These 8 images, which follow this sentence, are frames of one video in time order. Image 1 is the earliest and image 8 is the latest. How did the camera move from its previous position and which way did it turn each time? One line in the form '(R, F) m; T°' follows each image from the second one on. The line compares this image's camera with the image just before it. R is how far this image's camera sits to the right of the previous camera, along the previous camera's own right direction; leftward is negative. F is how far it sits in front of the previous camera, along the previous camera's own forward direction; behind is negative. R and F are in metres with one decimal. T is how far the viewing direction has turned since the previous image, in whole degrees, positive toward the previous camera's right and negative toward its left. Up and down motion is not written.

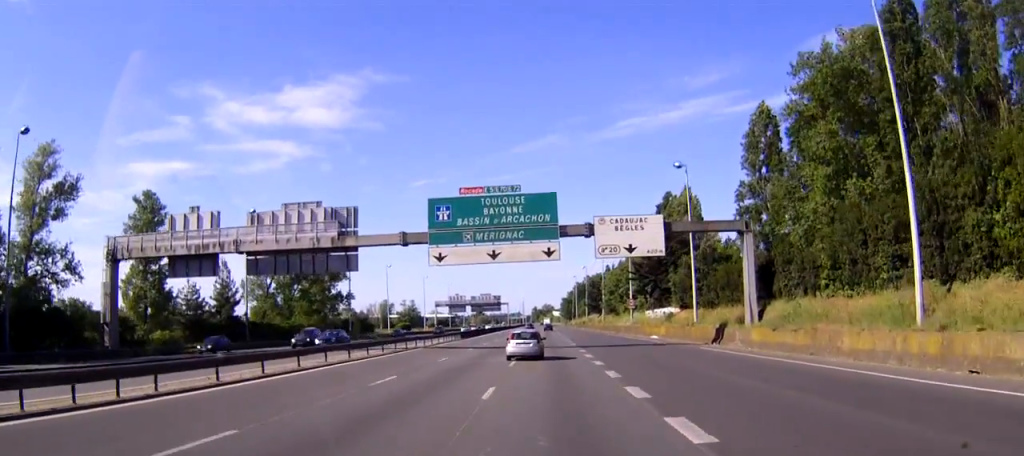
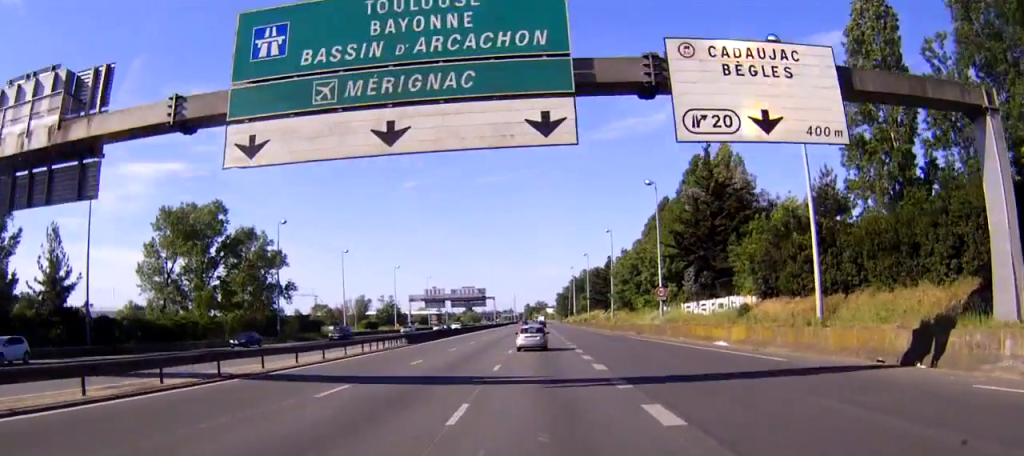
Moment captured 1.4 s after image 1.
(+0.1, +31.1) m; 0°
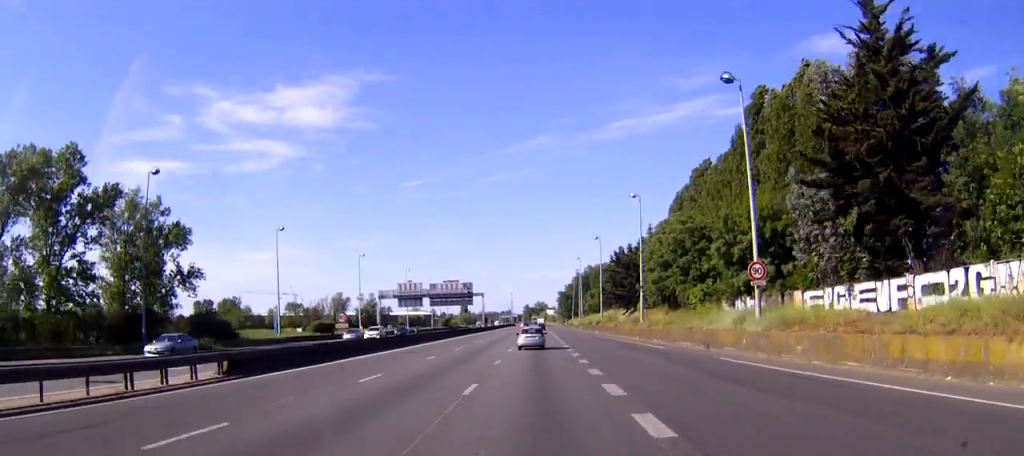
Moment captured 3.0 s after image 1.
(-0.1, +33.3) m; 0°
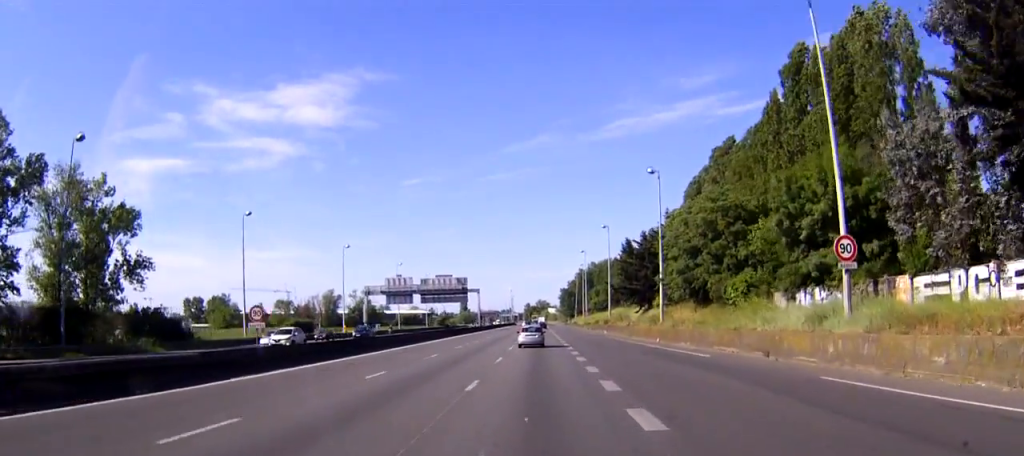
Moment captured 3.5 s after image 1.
(0.0, +12.3) m; 0°
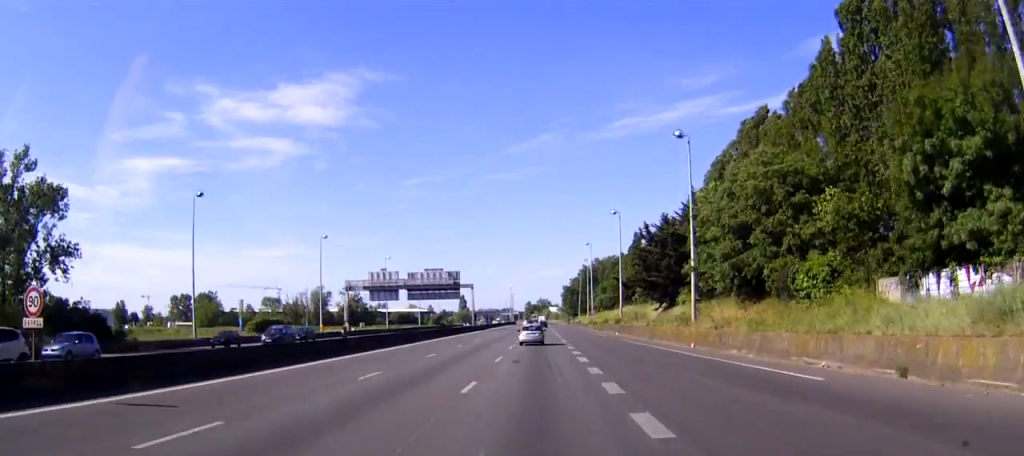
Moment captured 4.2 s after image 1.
(-0.1, +13.9) m; 0°
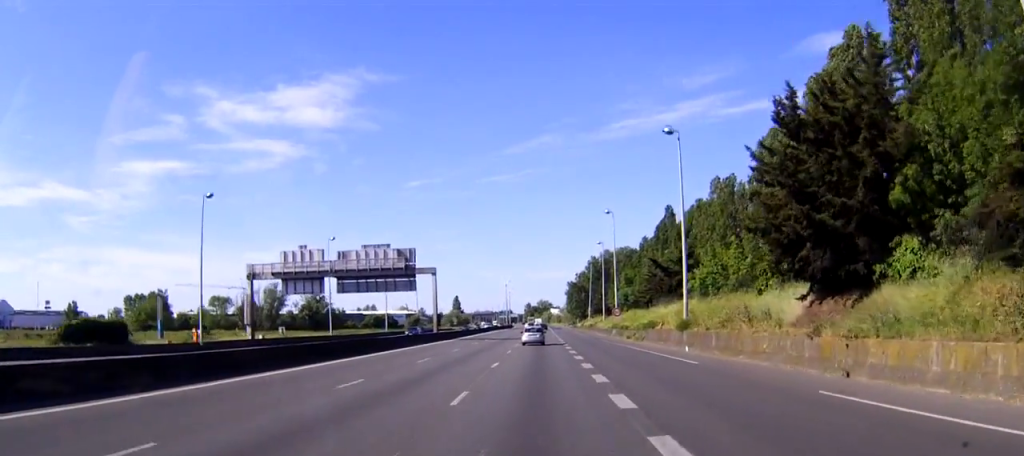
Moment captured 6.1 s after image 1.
(+0.1, +41.6) m; 0°
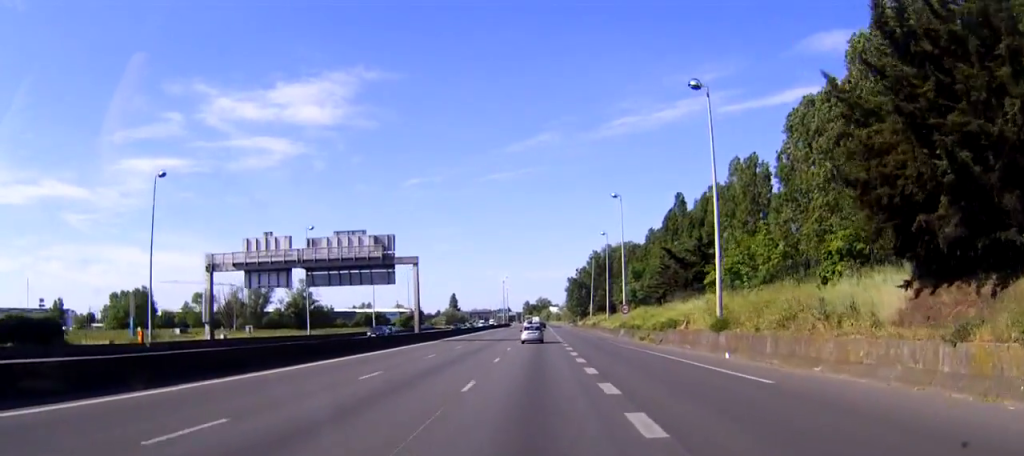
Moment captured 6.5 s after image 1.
(0.0, +10.2) m; 0°
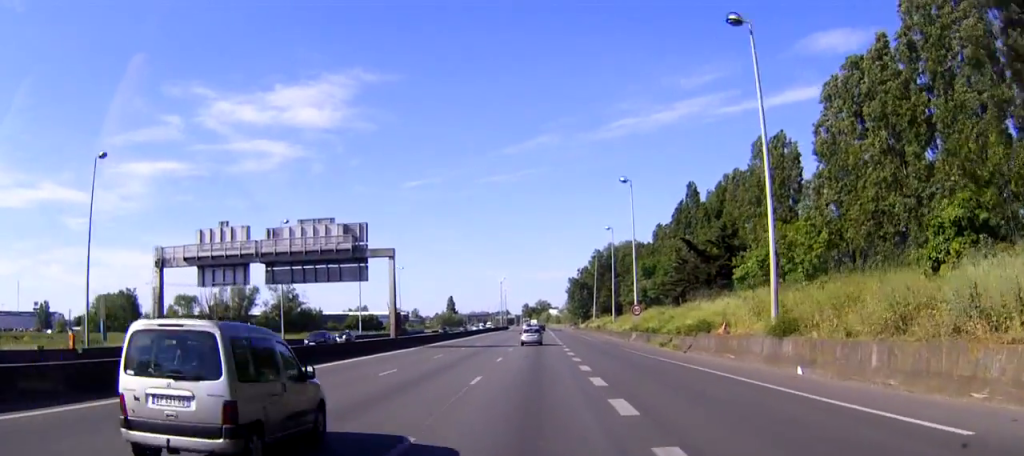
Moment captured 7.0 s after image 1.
(0.0, +10.3) m; 0°
